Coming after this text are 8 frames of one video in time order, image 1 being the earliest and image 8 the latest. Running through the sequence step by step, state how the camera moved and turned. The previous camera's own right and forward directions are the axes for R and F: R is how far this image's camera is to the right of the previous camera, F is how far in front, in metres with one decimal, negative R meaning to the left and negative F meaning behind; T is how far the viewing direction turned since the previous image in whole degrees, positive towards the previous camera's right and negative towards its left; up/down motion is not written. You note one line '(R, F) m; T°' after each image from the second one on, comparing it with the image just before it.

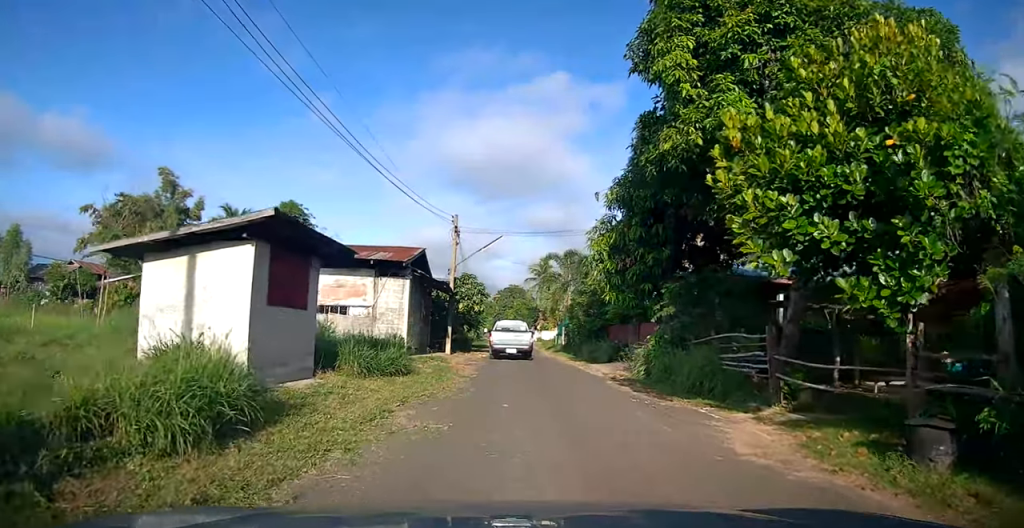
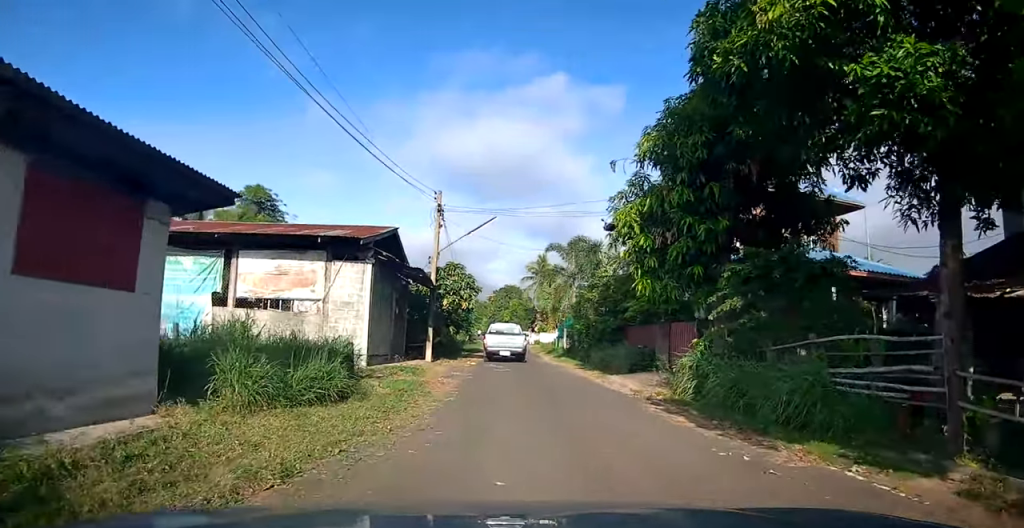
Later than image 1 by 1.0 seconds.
(0.0, +4.5) m; +2°
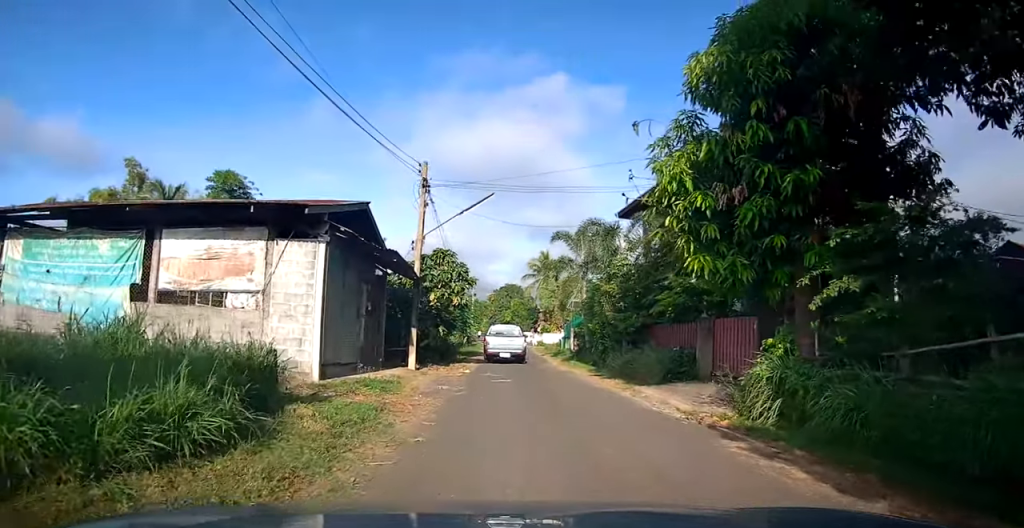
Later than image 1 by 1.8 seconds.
(+0.1, +3.6) m; +1°
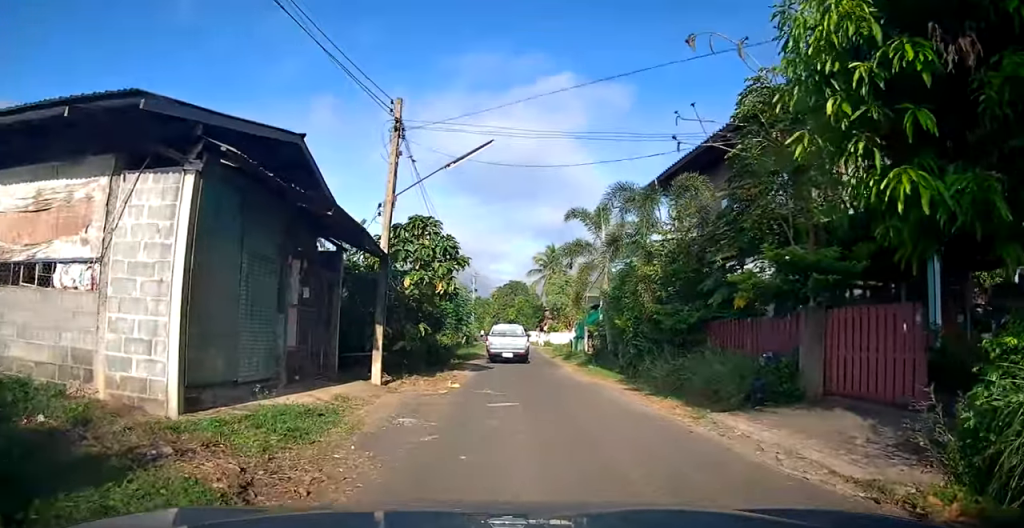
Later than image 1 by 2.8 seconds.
(-0.1, +4.8) m; 0°
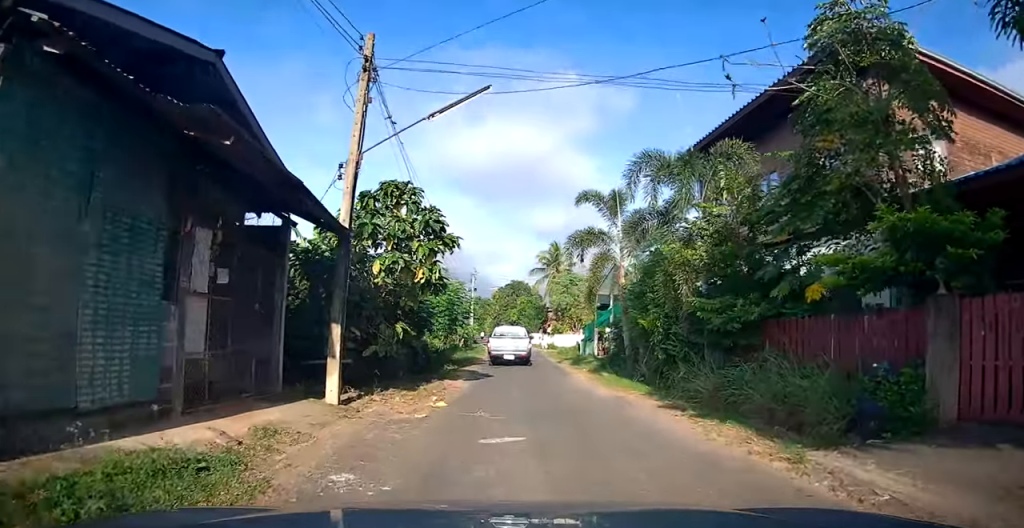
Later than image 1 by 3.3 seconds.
(0.0, +2.9) m; +1°
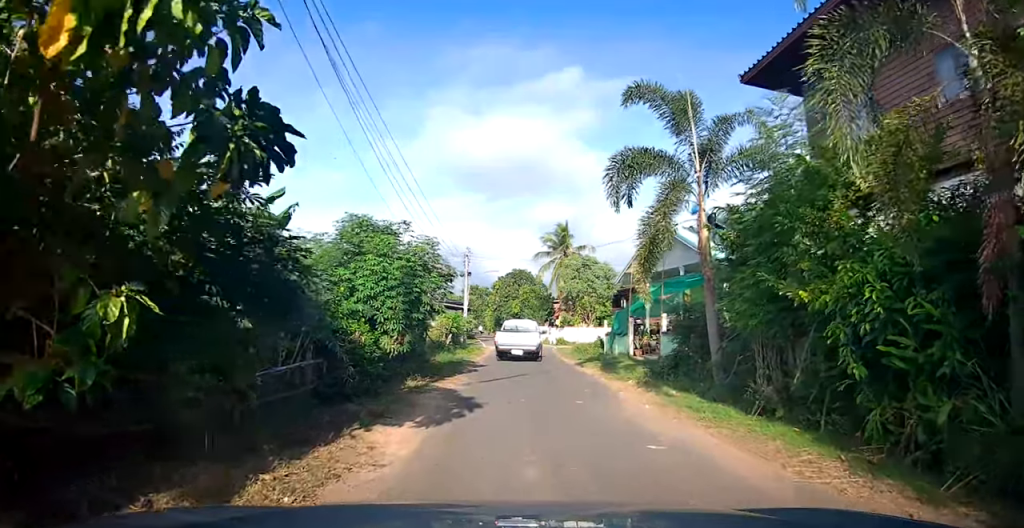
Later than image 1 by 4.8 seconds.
(+0.1, +7.8) m; -1°
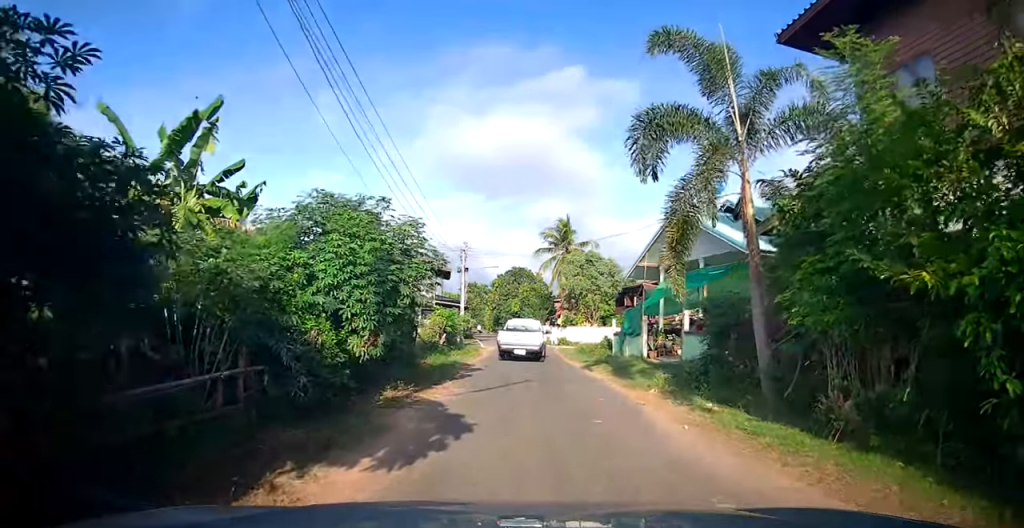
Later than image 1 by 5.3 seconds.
(-0.1, +2.3) m; -1°
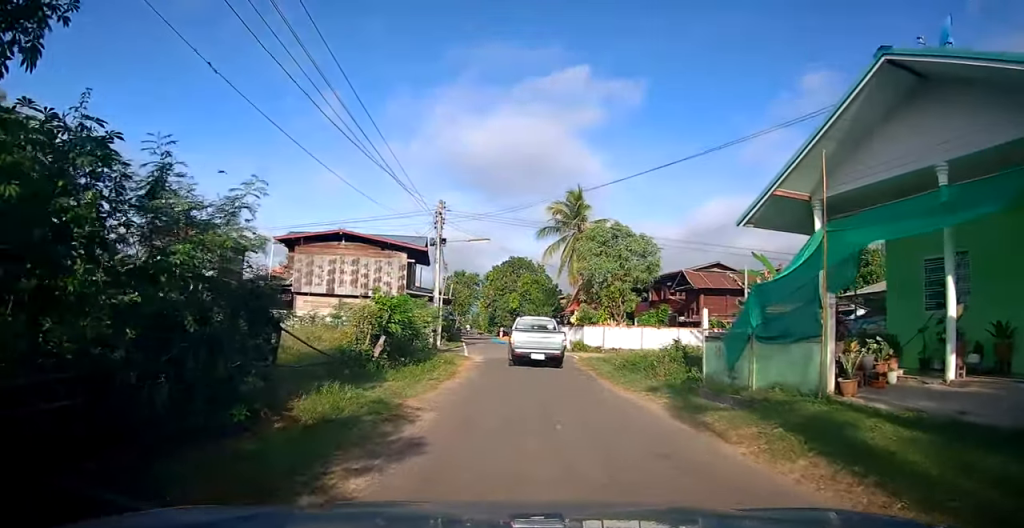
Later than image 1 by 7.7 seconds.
(-0.2, +11.9) m; -1°
